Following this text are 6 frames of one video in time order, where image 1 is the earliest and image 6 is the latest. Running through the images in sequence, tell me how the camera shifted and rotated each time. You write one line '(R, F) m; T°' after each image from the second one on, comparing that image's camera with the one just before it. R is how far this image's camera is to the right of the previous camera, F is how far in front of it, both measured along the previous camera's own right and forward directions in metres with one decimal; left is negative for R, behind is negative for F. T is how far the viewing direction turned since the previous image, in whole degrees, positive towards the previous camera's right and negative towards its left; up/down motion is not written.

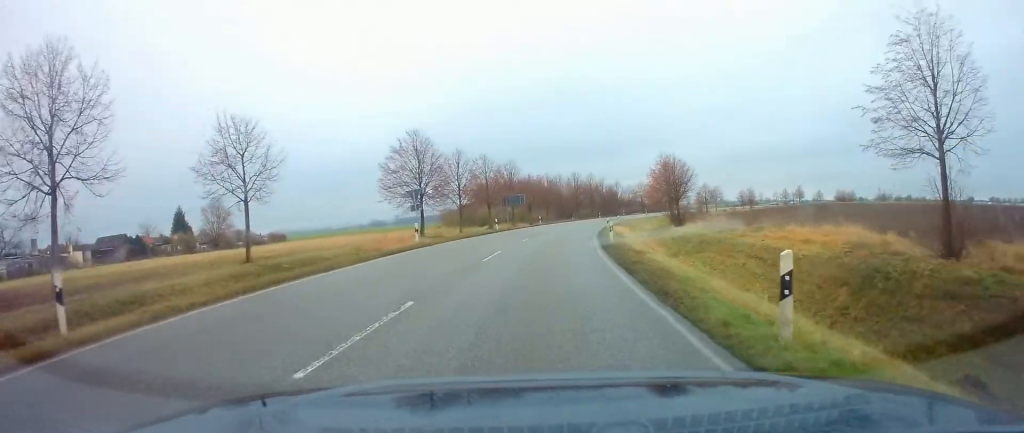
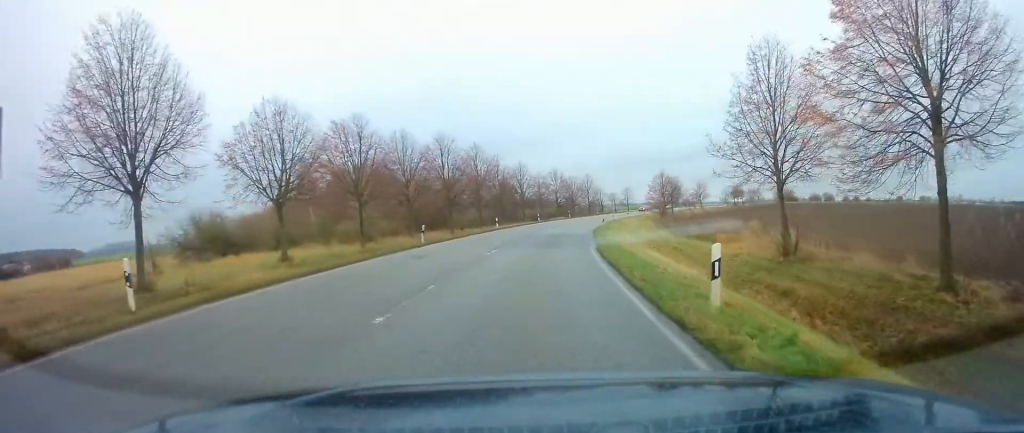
(+5.9, +56.2) m; +13°
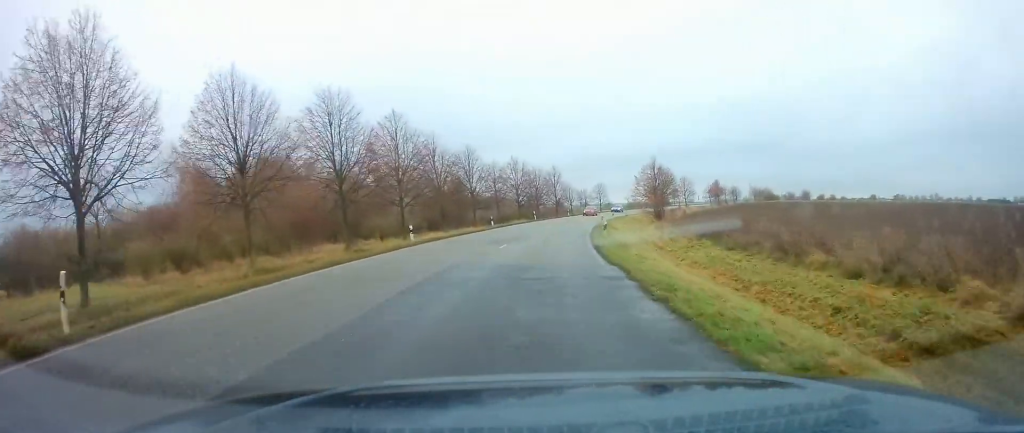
(+0.9, +21.1) m; +4°
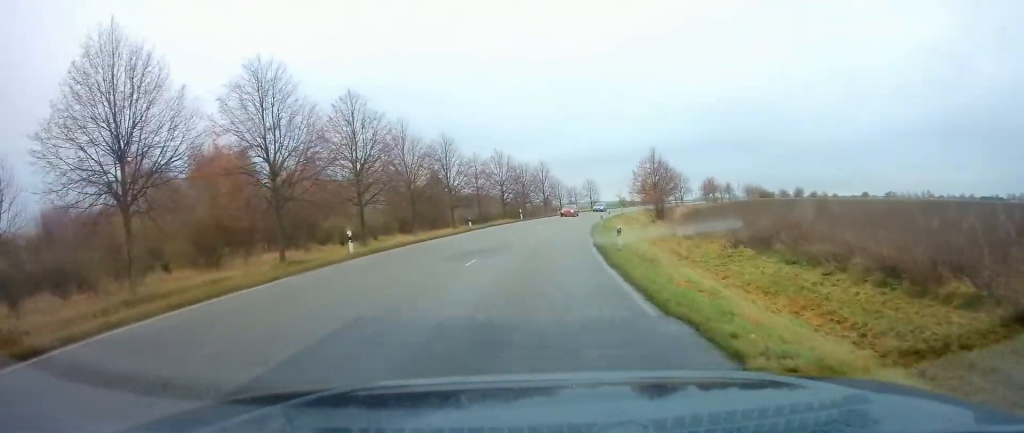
(0.0, +7.3) m; +1°
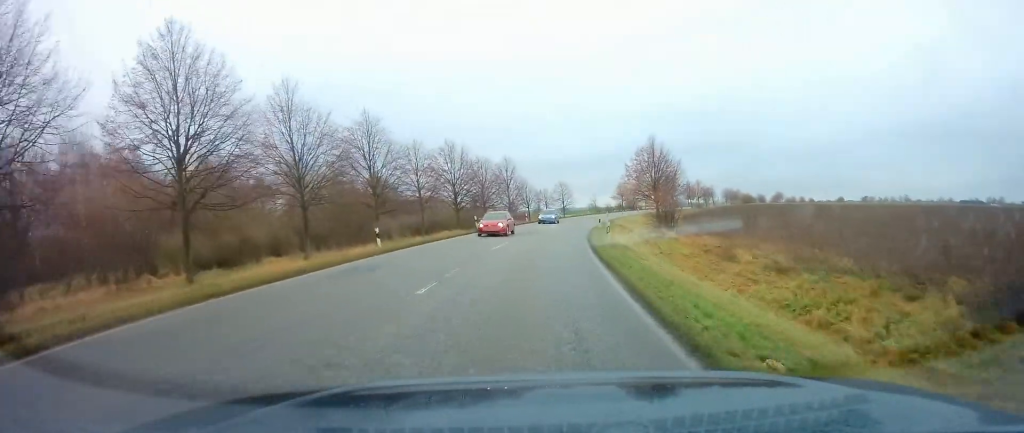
(+0.4, +16.2) m; +3°
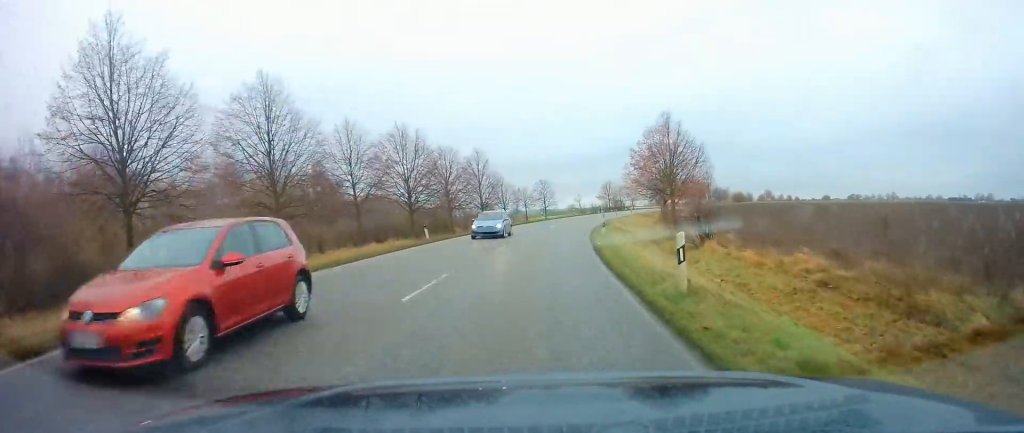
(+0.2, +12.7) m; +3°
